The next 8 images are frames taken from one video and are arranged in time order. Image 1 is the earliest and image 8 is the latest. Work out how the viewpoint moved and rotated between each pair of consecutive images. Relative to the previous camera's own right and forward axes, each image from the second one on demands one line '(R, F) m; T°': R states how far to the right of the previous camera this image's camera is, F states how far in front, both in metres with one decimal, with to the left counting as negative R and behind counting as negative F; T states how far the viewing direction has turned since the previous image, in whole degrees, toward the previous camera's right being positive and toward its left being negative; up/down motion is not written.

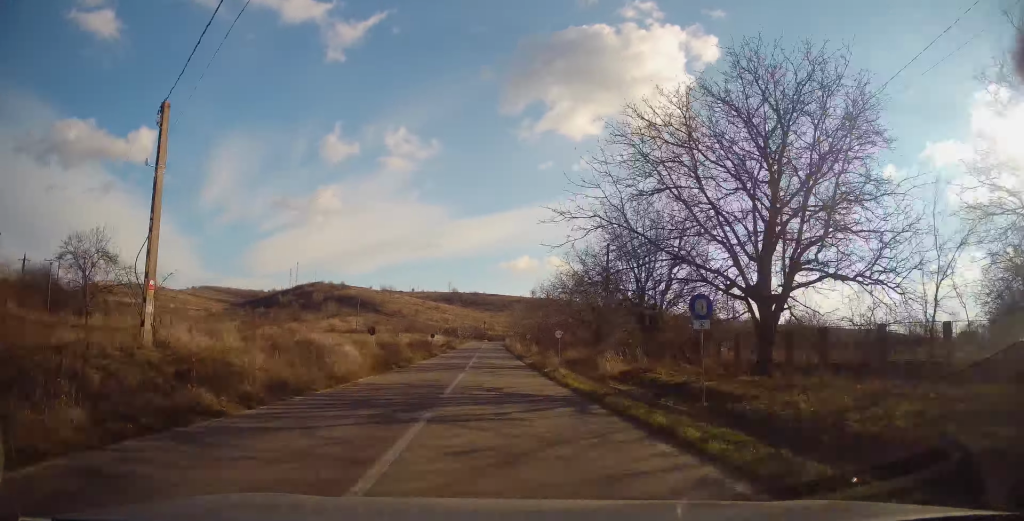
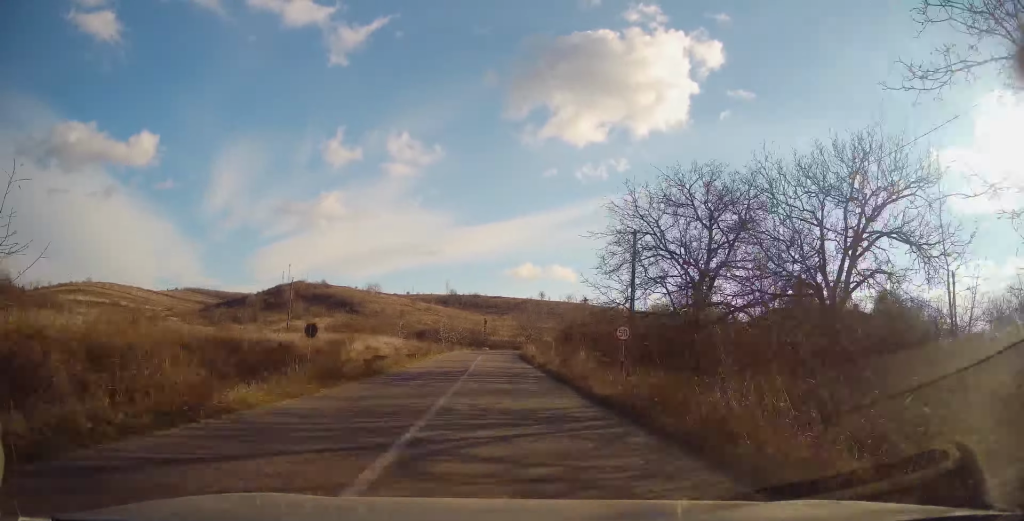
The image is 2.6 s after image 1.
(+0.9, +49.4) m; +1°
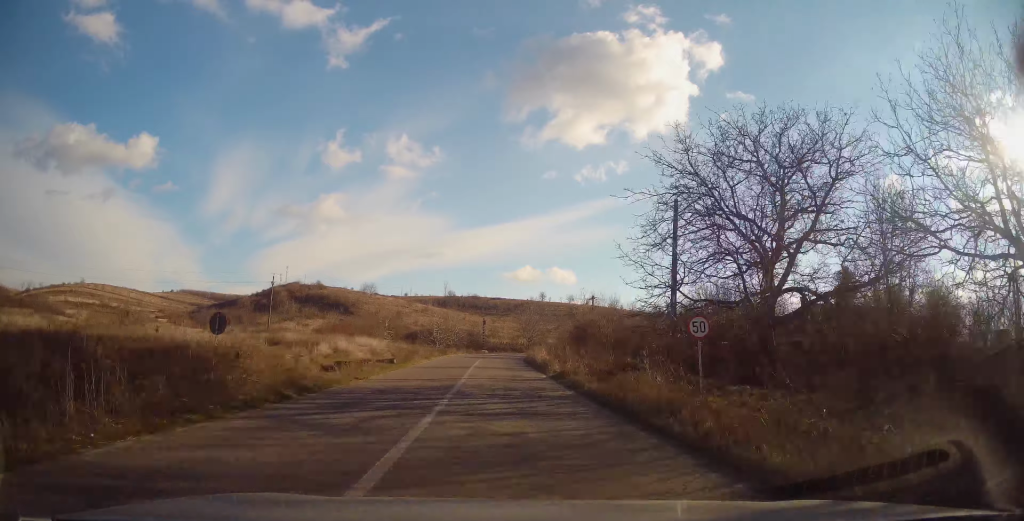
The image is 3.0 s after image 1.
(0.0, +7.8) m; 0°
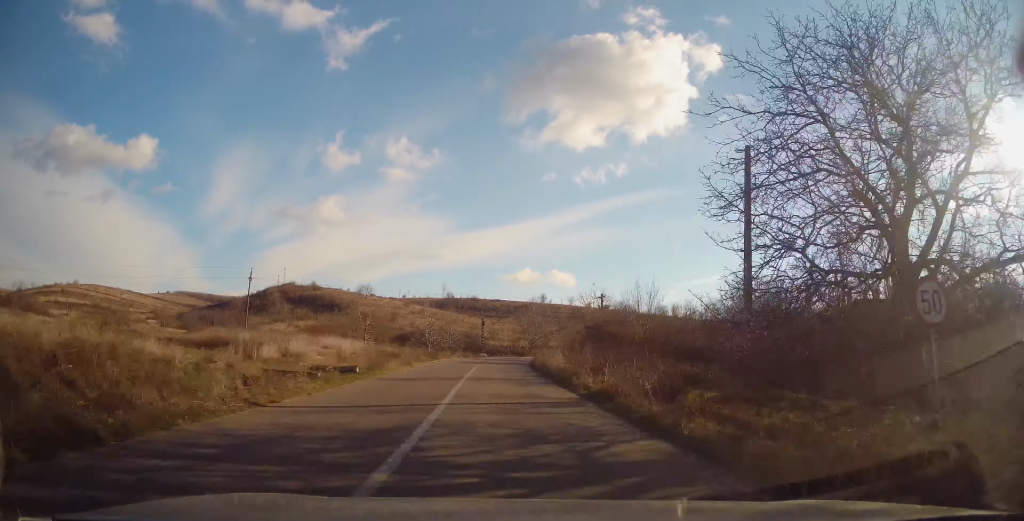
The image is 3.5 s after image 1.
(-0.1, +8.1) m; 0°
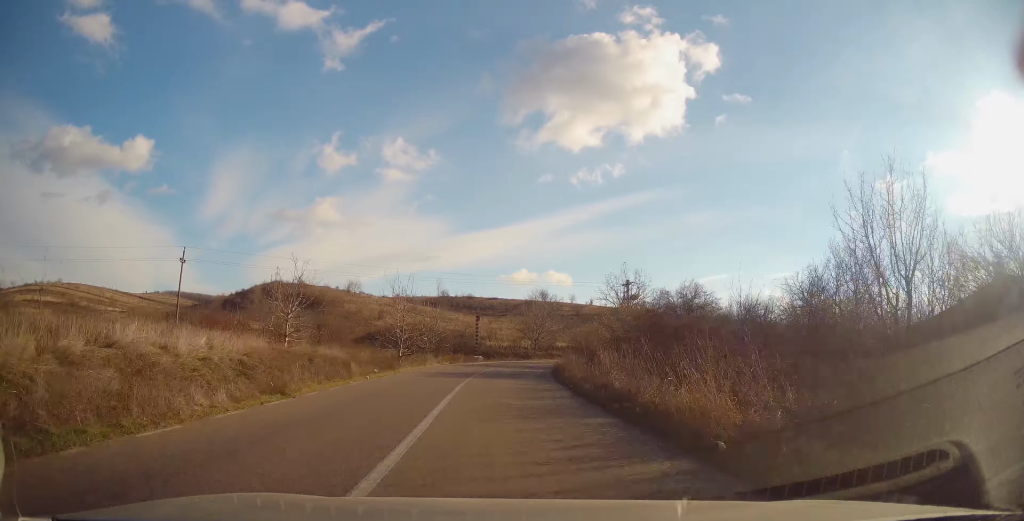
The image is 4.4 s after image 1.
(-0.1, +16.9) m; +1°
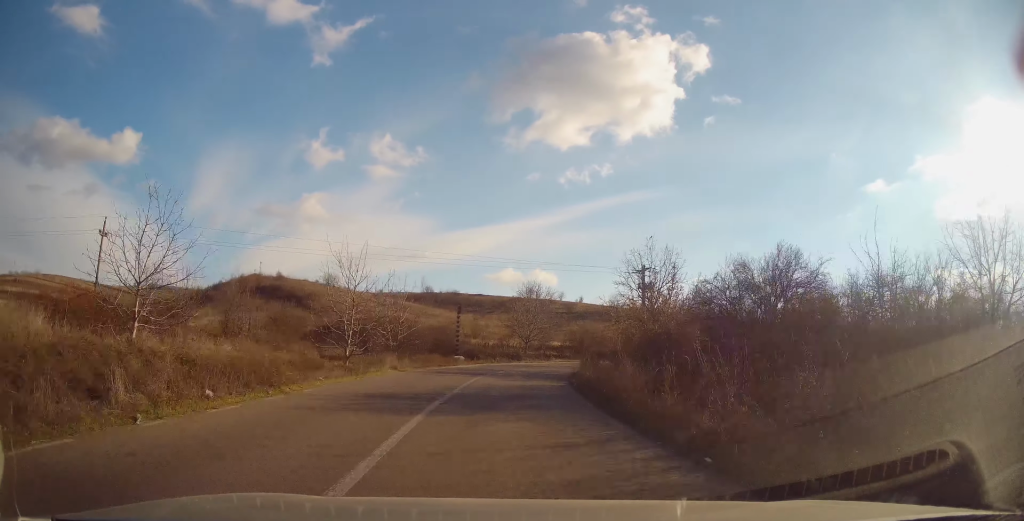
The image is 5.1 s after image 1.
(+0.1, +12.1) m; +3°
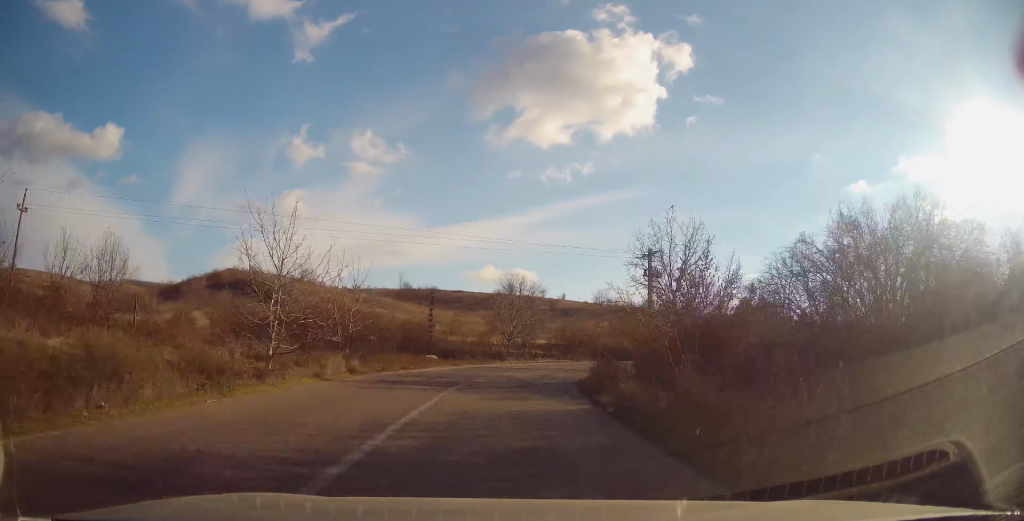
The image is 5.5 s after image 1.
(0.0, +8.2) m; +3°
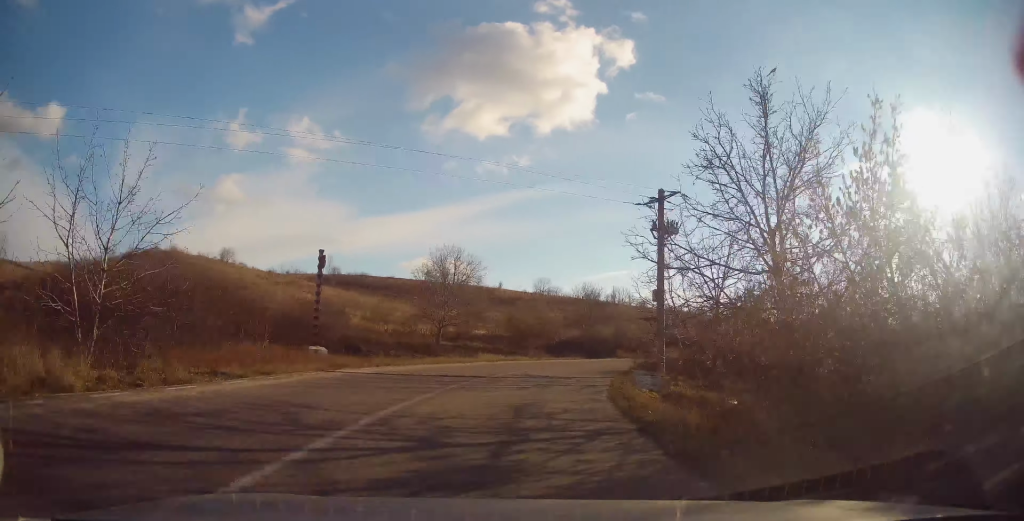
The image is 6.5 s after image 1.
(+1.0, +16.2) m; +7°
